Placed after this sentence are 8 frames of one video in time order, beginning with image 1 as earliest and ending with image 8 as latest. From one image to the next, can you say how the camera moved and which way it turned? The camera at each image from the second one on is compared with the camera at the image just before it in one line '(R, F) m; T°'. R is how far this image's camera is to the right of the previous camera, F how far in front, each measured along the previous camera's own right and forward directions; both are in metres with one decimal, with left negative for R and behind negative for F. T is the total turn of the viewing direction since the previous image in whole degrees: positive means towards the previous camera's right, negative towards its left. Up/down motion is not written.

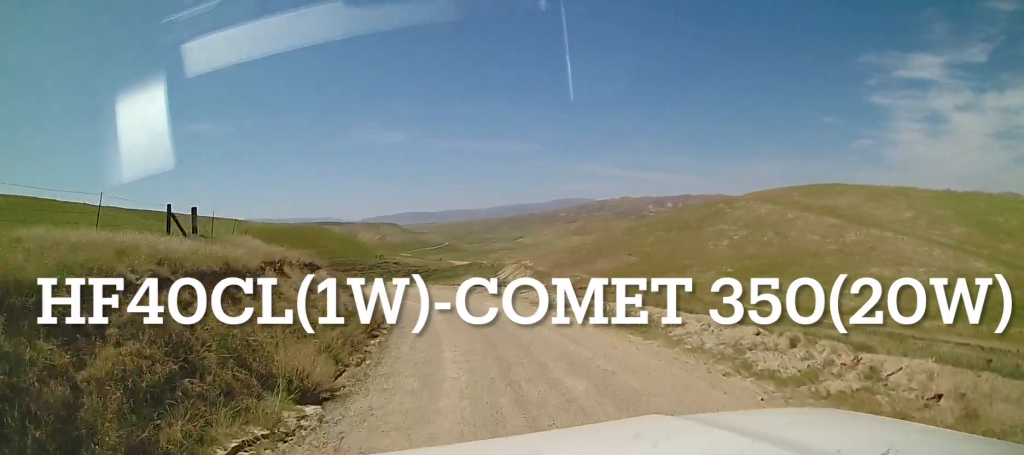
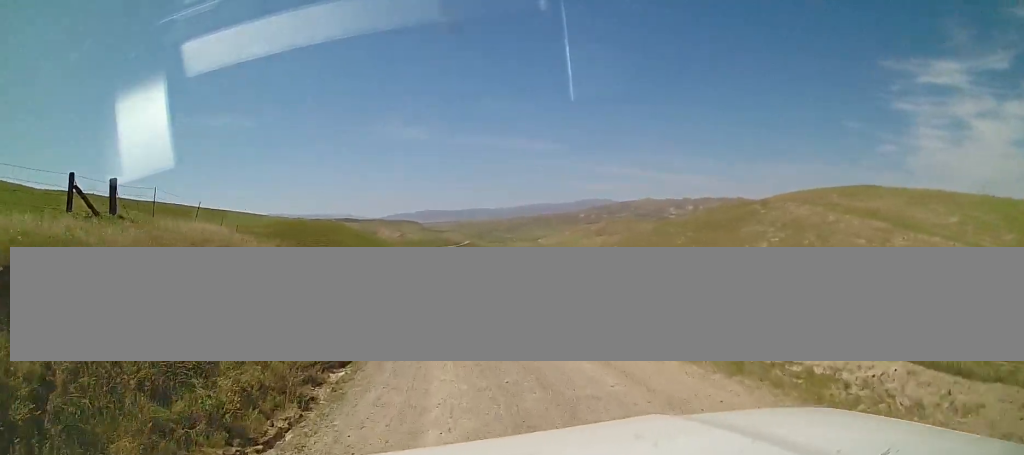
(-0.2, +6.3) m; -2°
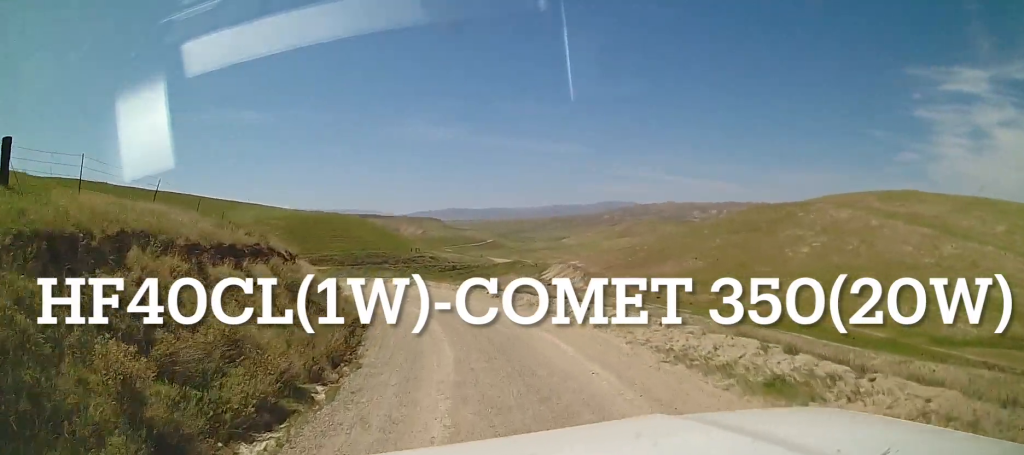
(0.0, +5.3) m; 0°
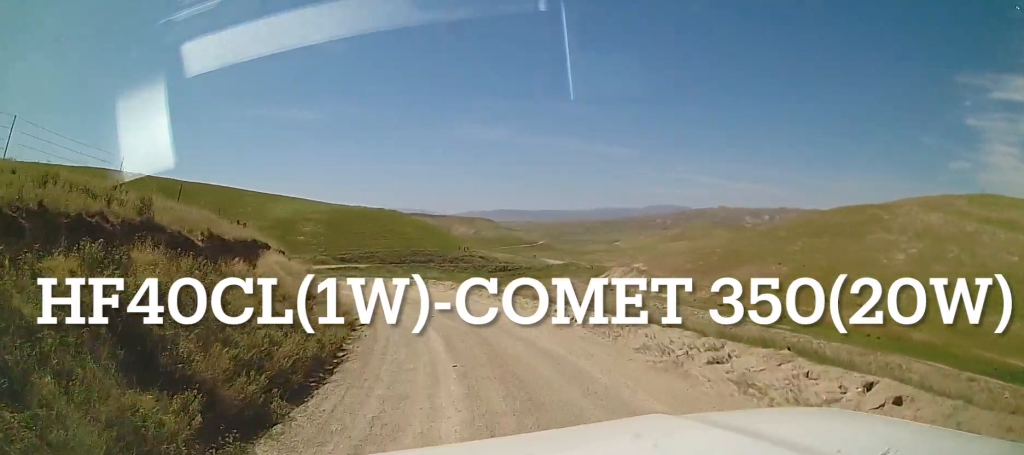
(0.0, +10.0) m; -6°
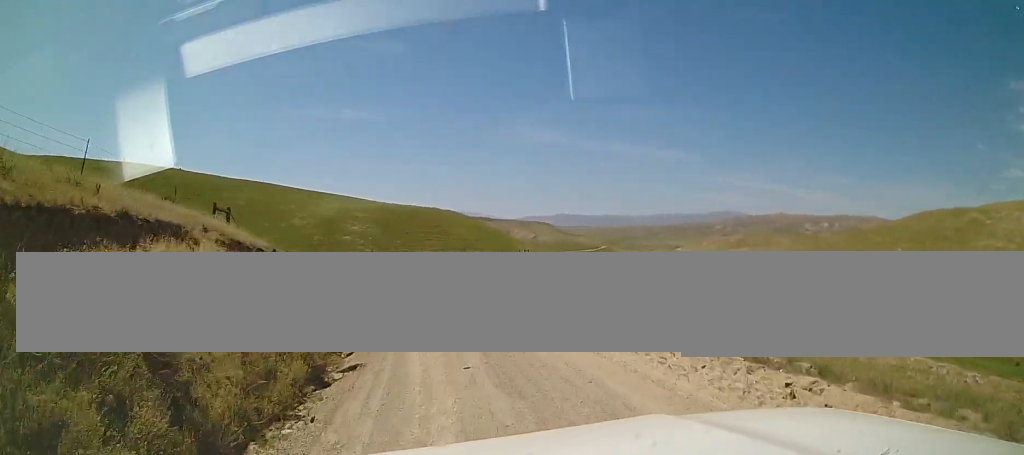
(-1.0, +9.3) m; -7°
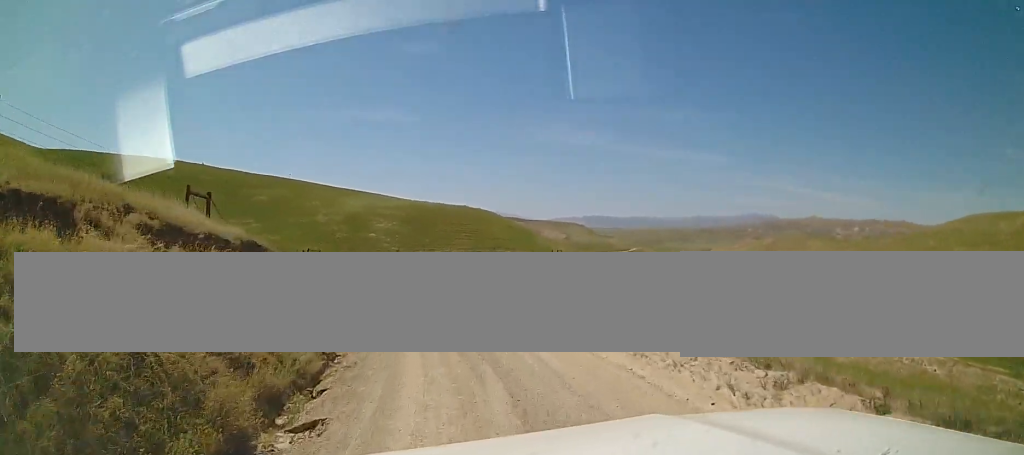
(-0.1, +4.7) m; -2°
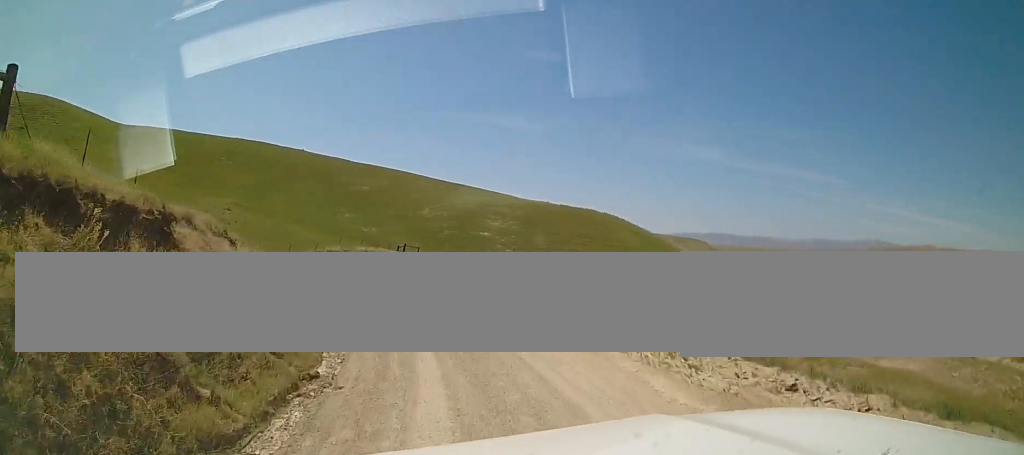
(-0.9, +14.9) m; -9°
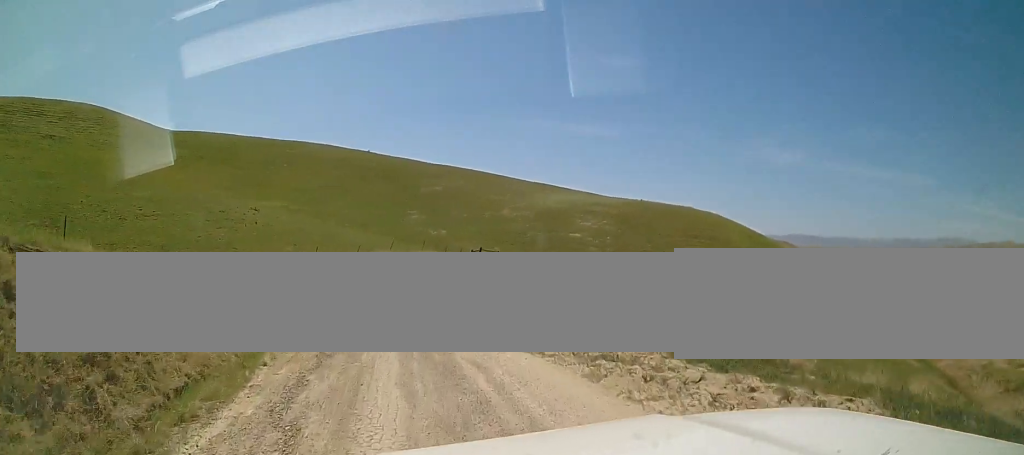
(-1.7, +13.8) m; -12°
